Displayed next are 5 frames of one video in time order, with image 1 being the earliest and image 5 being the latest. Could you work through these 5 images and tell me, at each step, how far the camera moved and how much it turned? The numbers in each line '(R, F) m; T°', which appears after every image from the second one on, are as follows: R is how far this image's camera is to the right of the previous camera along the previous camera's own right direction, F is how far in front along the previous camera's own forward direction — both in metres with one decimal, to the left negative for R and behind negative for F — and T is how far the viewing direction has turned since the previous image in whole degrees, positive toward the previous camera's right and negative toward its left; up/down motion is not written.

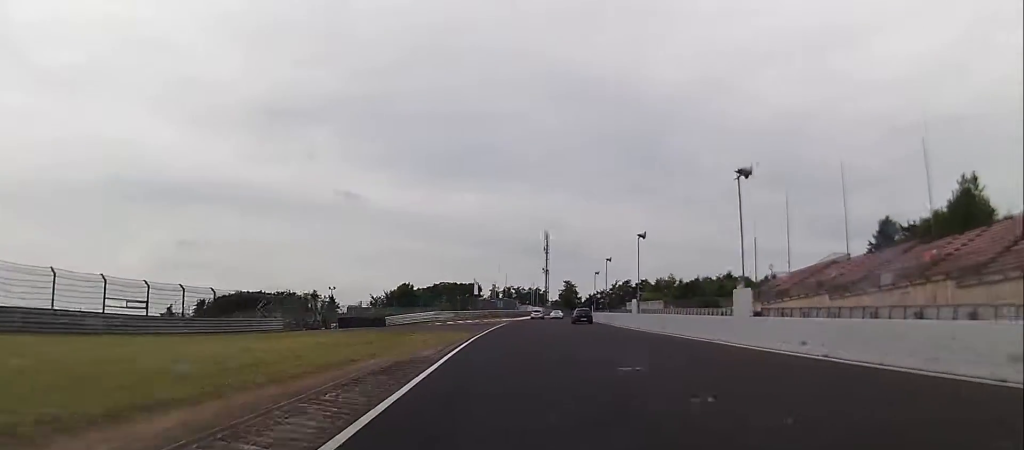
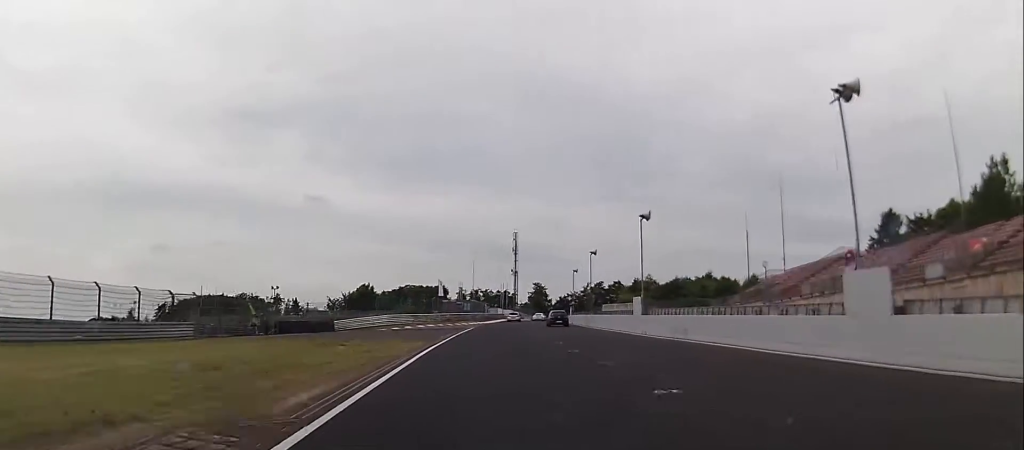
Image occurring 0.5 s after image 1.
(+0.3, +10.1) m; +7°
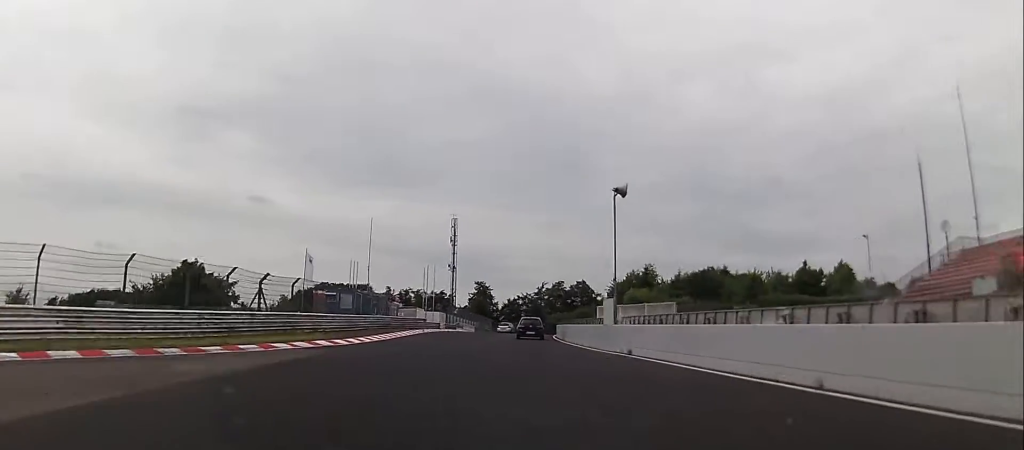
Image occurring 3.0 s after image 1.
(+6.5, +57.4) m; +7°
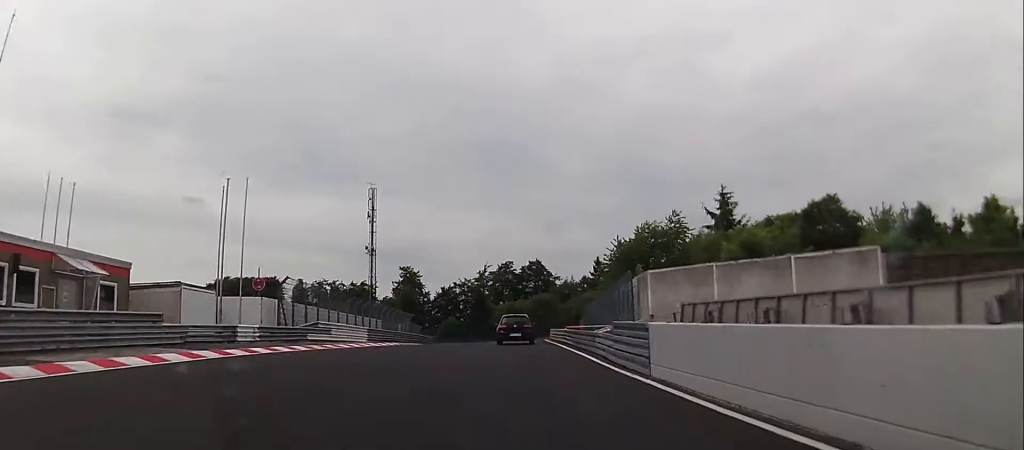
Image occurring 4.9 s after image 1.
(+1.1, +48.3) m; +5°
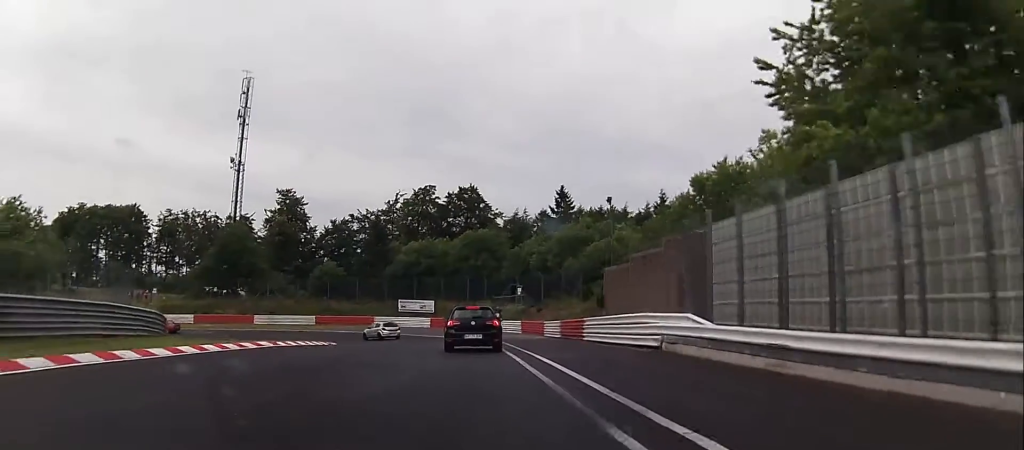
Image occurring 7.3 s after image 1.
(+3.0, +55.7) m; +3°
